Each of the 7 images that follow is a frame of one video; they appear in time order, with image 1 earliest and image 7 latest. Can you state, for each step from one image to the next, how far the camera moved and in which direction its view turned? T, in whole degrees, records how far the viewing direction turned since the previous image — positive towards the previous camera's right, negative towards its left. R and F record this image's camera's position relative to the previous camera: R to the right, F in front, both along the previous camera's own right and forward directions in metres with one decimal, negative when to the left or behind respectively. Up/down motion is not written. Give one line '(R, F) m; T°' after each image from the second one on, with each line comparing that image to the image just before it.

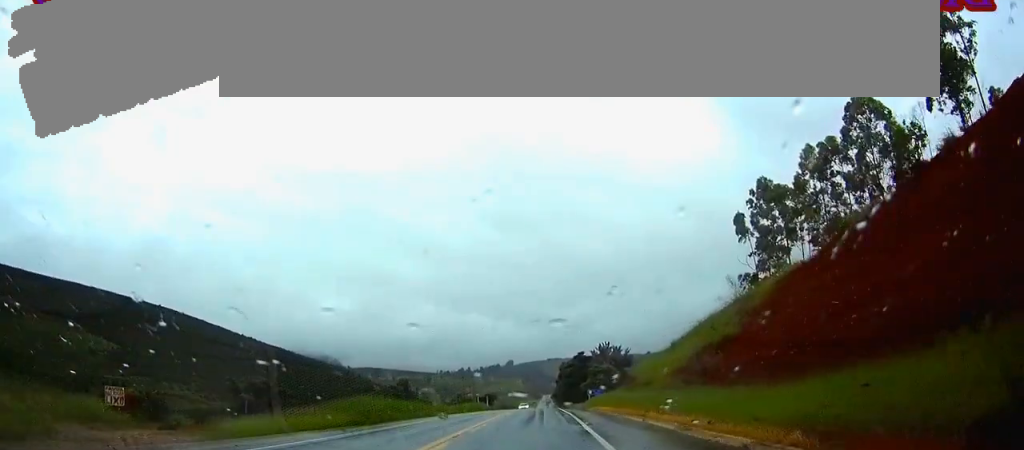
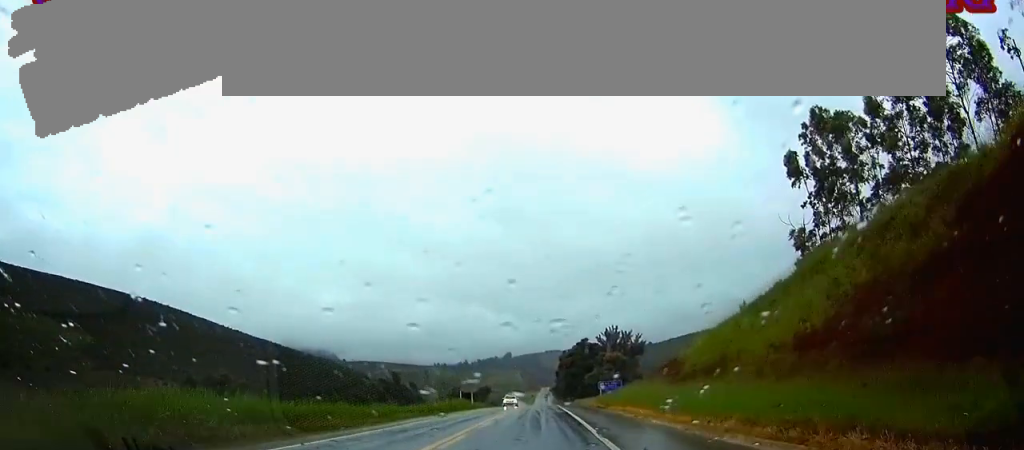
(0.0, +21.5) m; 0°
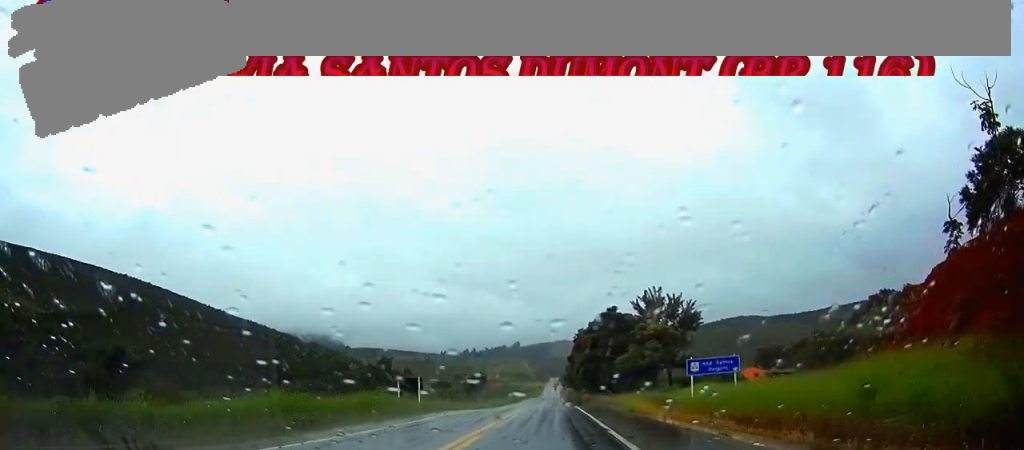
(-0.2, +42.8) m; -1°
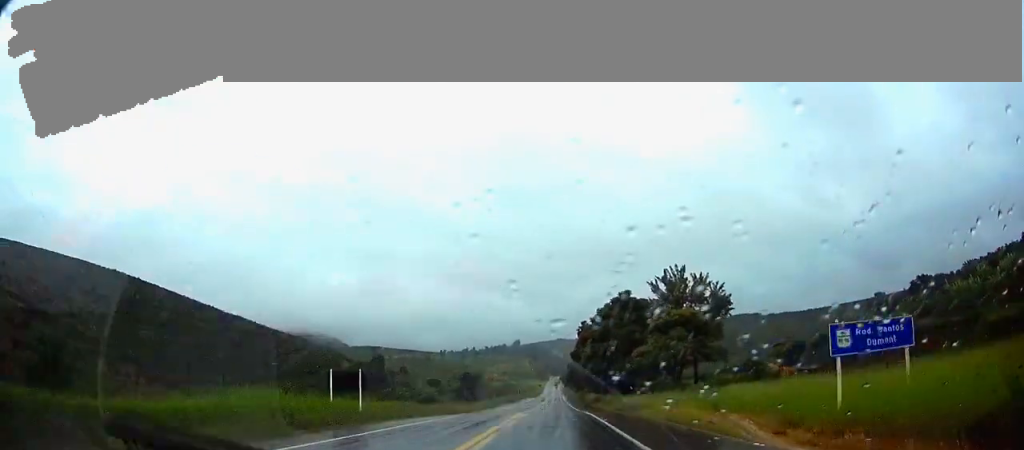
(-0.2, +15.8) m; 0°
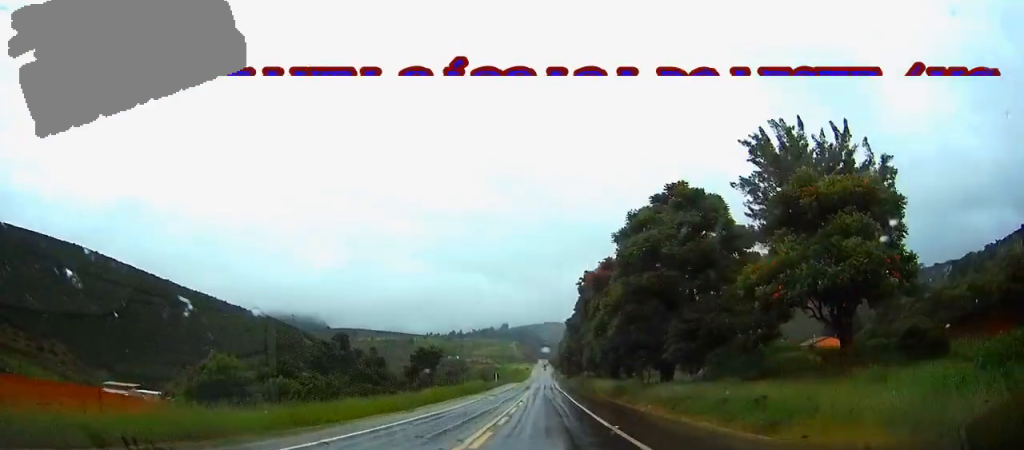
(+0.4, +41.7) m; 0°
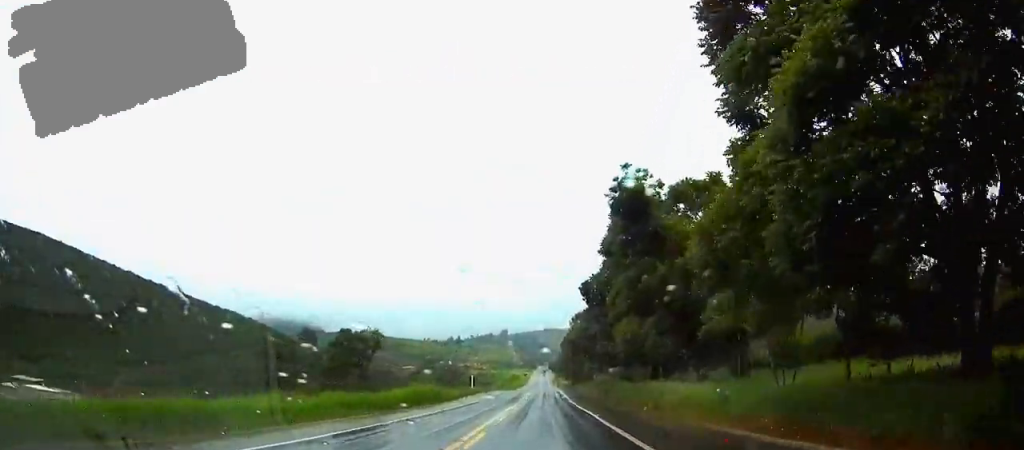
(-0.1, +42.8) m; 0°
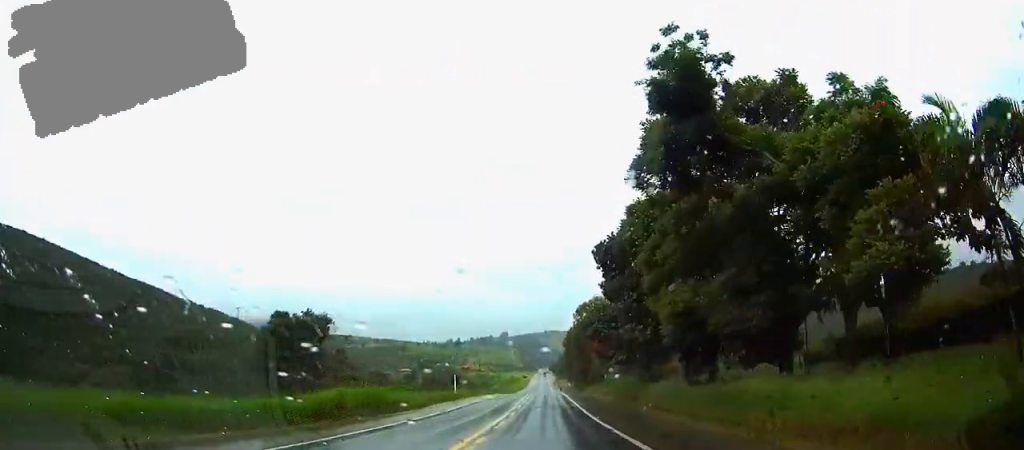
(0.0, +17.5) m; 0°
